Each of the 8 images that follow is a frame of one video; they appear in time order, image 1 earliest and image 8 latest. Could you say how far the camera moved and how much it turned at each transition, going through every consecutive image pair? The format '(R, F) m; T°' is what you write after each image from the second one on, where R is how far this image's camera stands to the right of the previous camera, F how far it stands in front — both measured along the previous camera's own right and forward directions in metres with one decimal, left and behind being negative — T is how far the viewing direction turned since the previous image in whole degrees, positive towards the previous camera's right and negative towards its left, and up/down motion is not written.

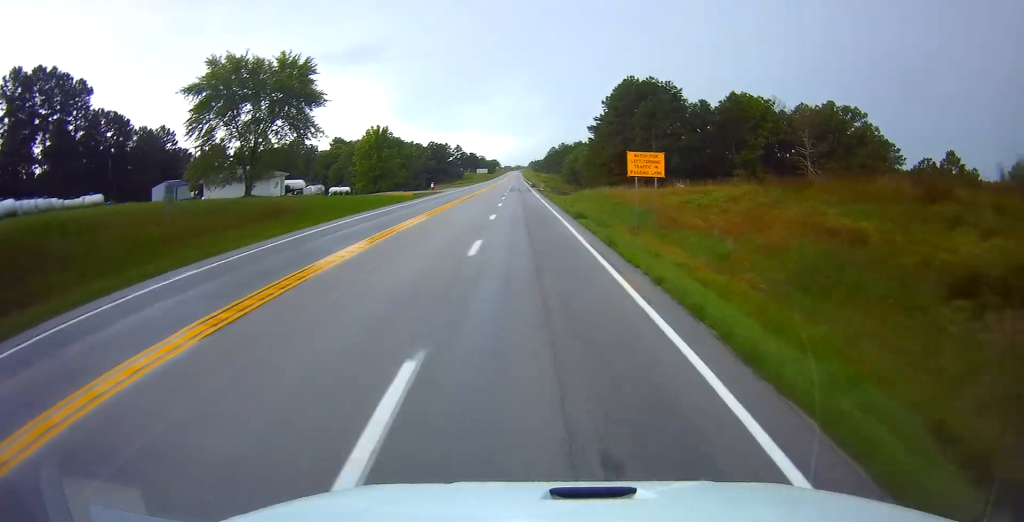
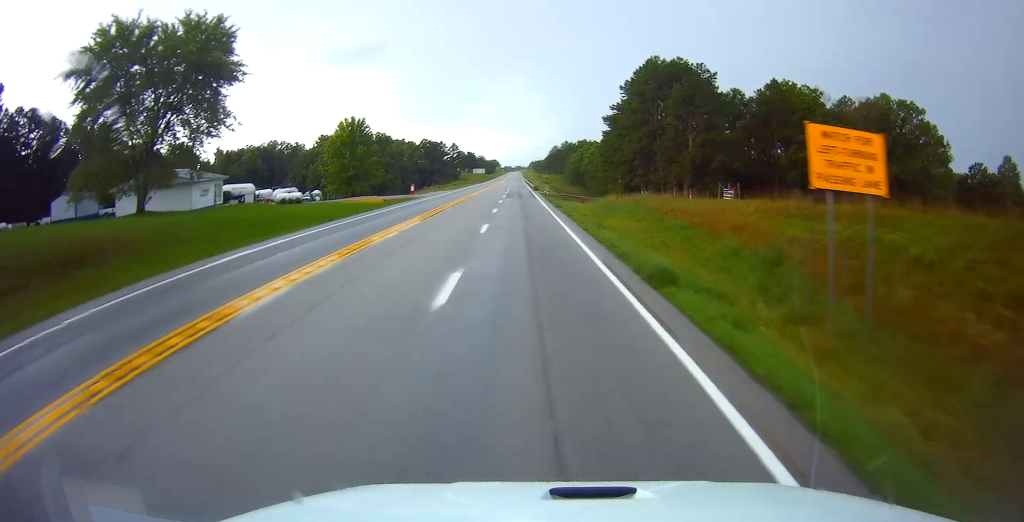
(0.0, +18.4) m; 0°
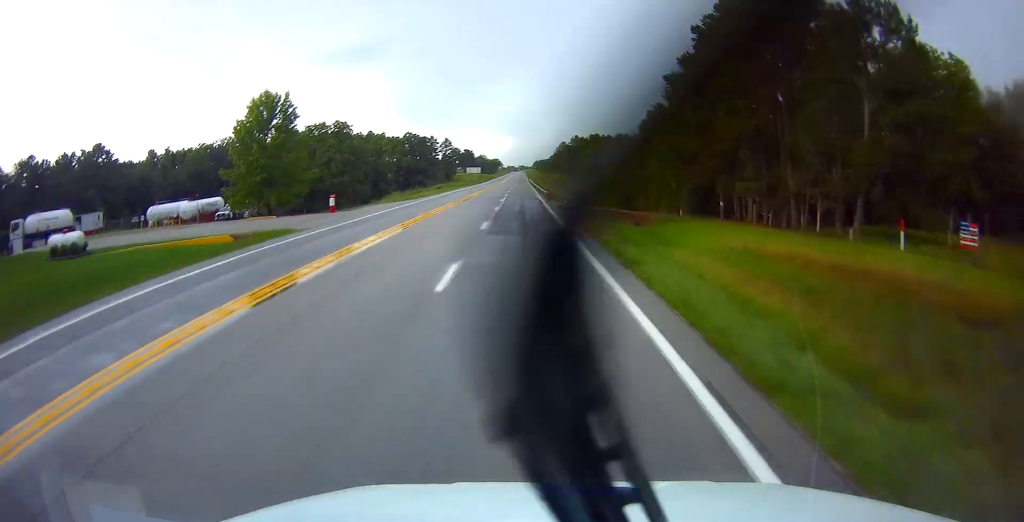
(0.0, +35.7) m; 0°
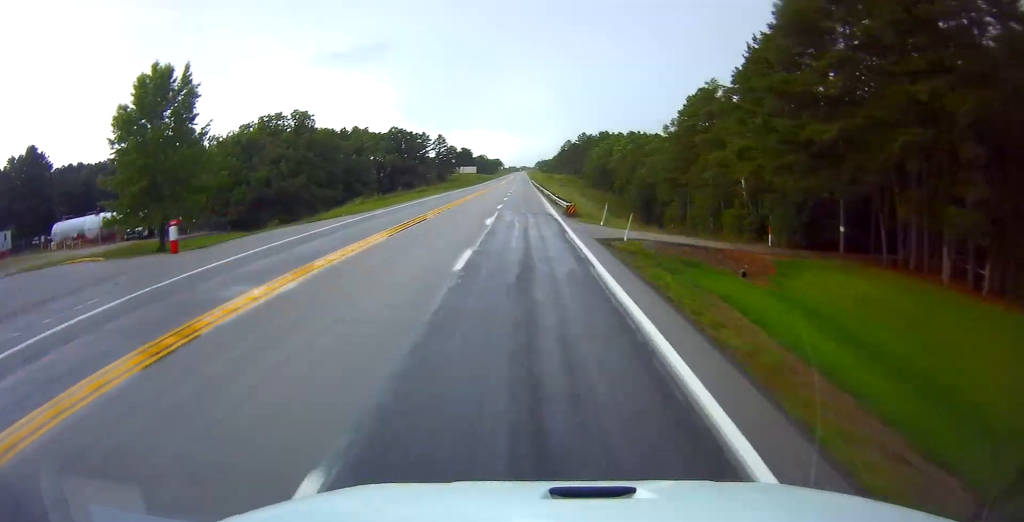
(0.0, +22.4) m; -1°
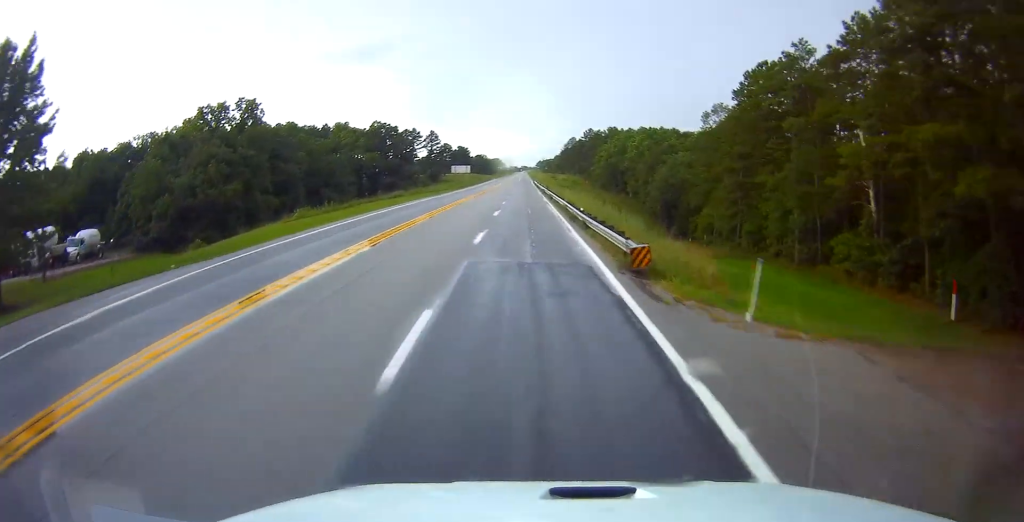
(+0.1, +19.3) m; -1°
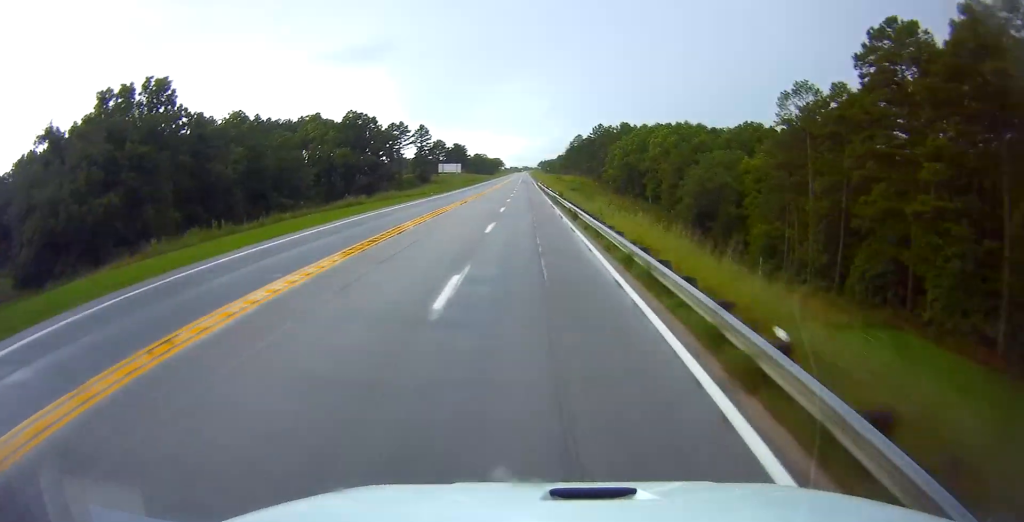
(-0.5, +21.3) m; +1°
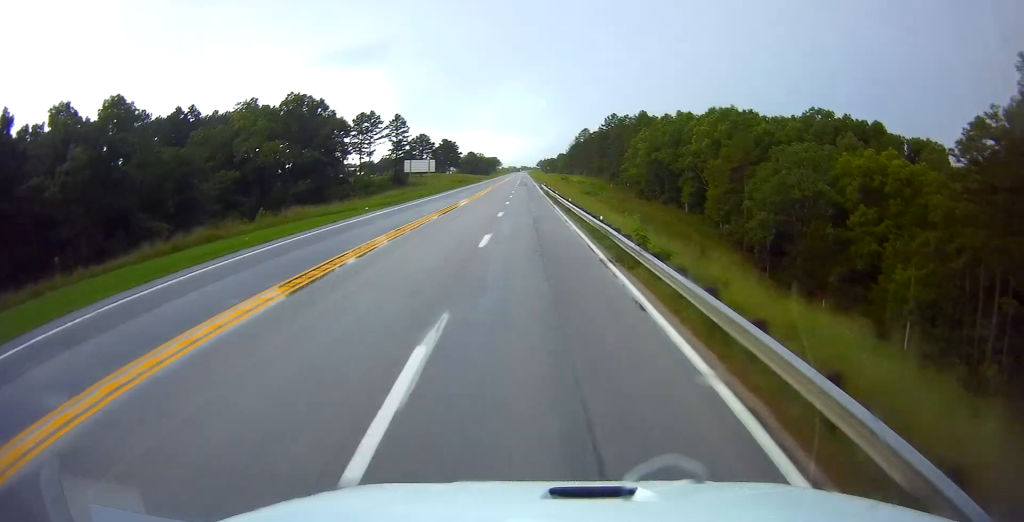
(+0.8, +29.6) m; 0°
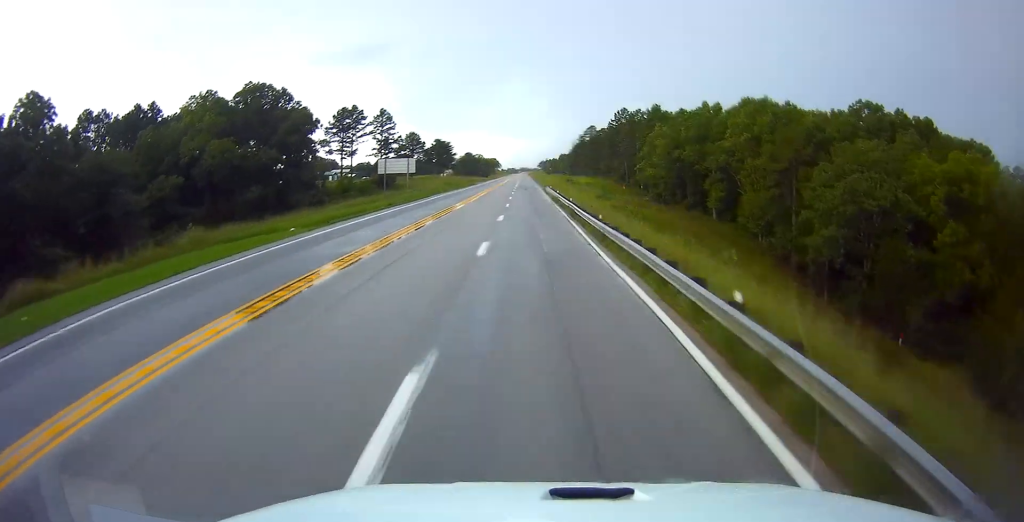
(0.0, +14.3) m; 0°
